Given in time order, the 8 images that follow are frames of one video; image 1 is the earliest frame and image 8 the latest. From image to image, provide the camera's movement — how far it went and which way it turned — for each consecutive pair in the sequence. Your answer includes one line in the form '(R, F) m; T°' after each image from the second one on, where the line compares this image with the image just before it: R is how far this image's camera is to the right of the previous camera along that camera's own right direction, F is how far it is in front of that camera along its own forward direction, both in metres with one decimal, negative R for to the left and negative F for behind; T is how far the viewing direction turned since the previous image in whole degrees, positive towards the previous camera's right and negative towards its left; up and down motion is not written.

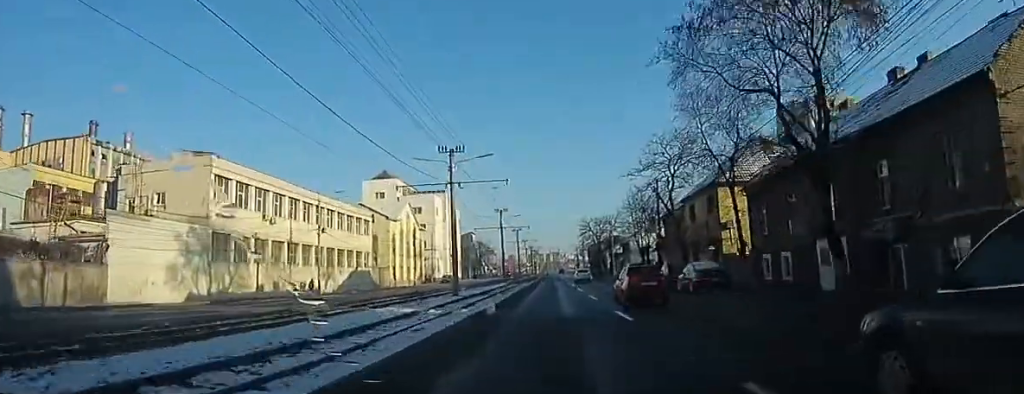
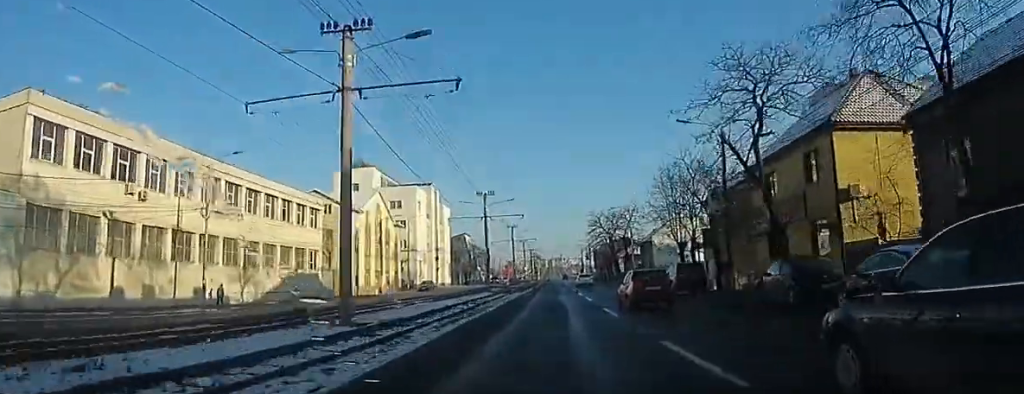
(-0.3, +16.8) m; -1°
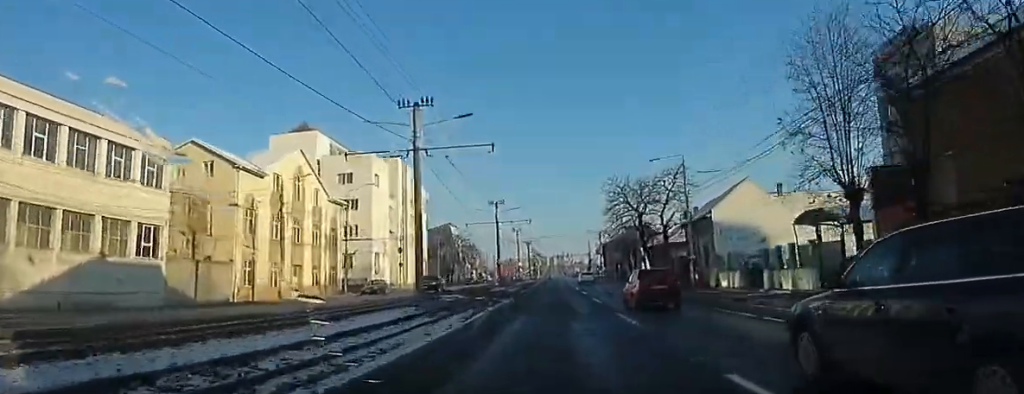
(0.0, +24.5) m; 0°
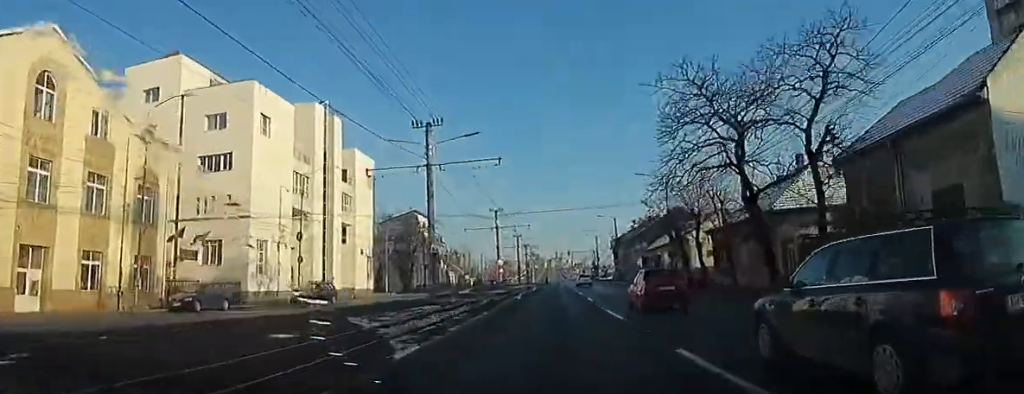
(0.0, +29.0) m; 0°
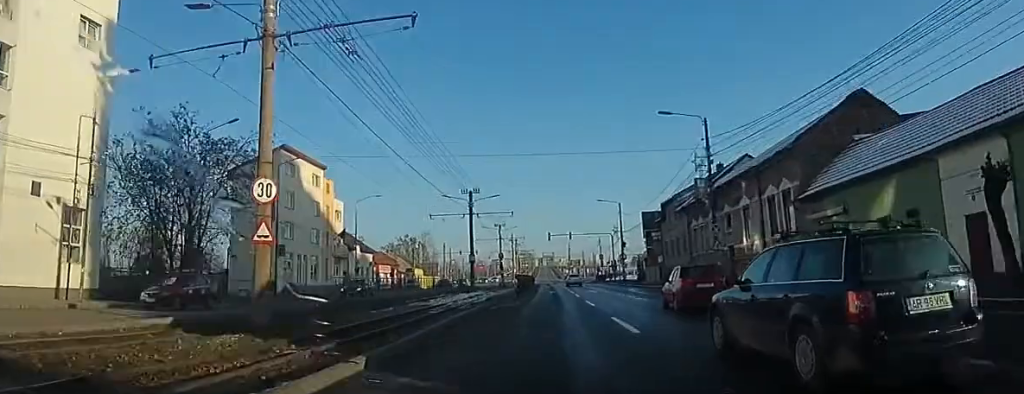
(-0.1, +46.1) m; 0°
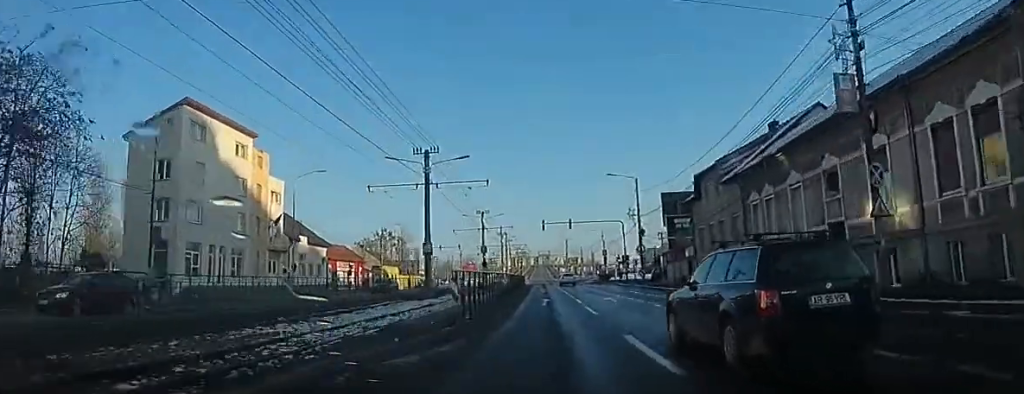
(0.0, +14.5) m; 0°
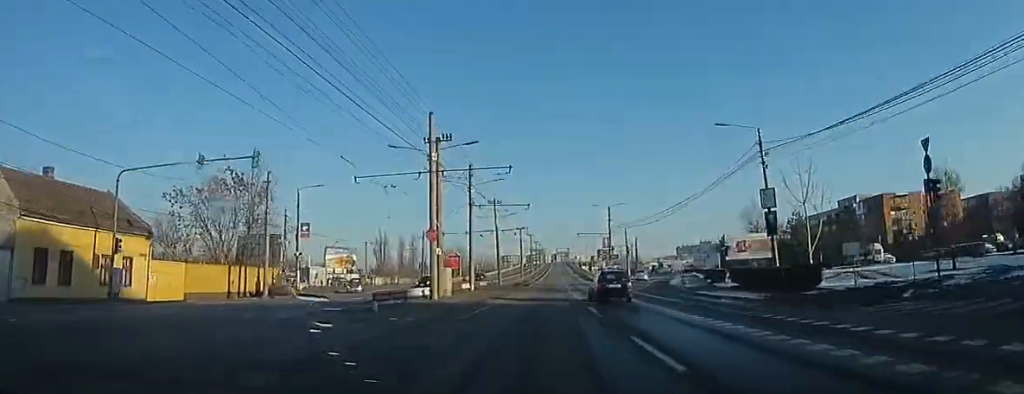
(-0.2, +64.4) m; 0°
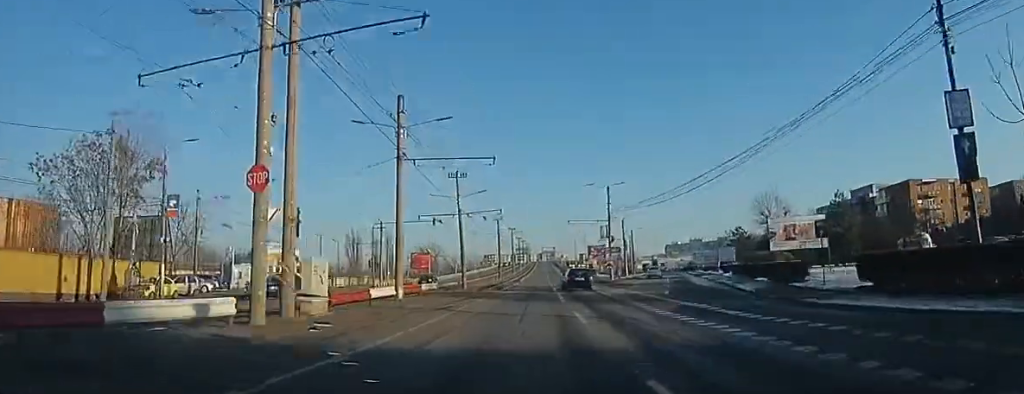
(-0.1, +15.6) m; 0°
